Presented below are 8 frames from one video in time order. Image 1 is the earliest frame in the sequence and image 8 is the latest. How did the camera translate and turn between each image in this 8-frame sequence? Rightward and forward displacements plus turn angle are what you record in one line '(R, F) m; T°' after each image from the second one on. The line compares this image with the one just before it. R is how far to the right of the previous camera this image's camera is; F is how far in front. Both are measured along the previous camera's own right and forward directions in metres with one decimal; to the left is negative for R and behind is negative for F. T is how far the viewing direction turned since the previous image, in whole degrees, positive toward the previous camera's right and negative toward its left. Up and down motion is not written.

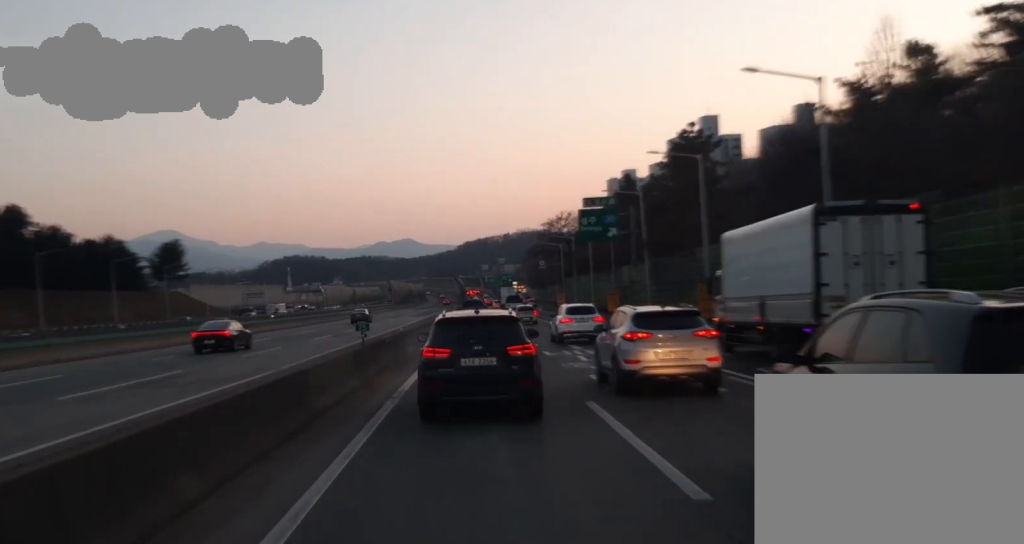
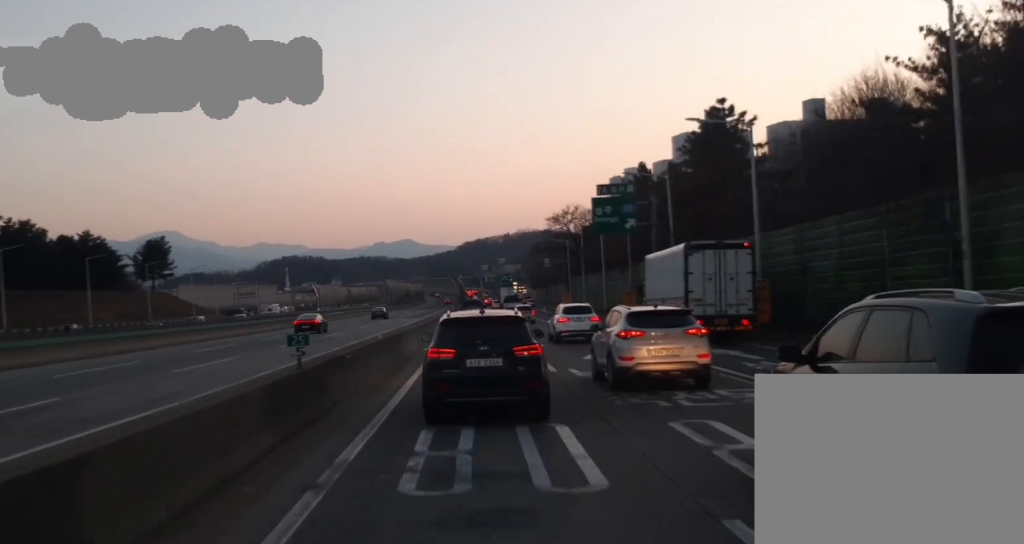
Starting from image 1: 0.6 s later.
(-0.2, +9.9) m; -2°
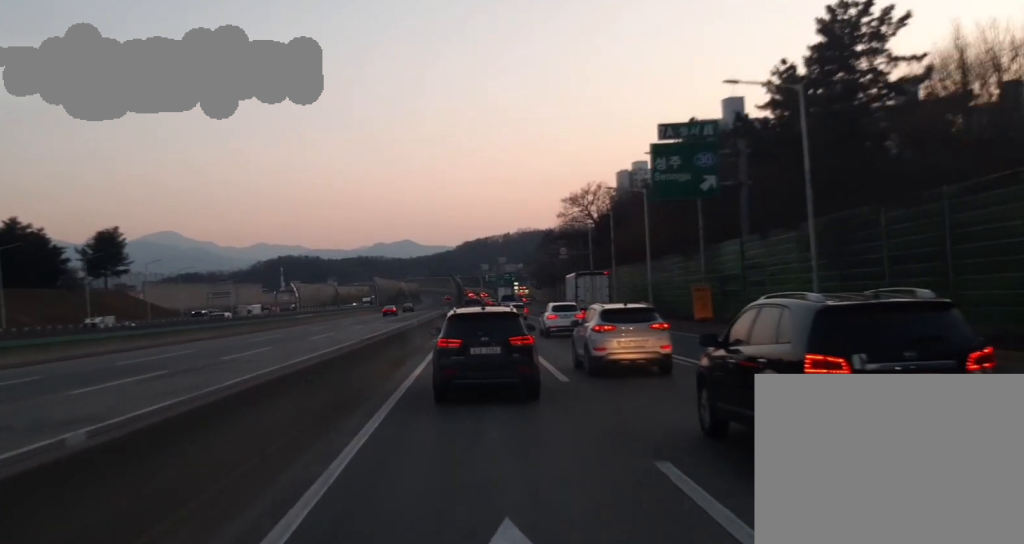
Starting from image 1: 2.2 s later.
(-0.2, +24.6) m; +1°
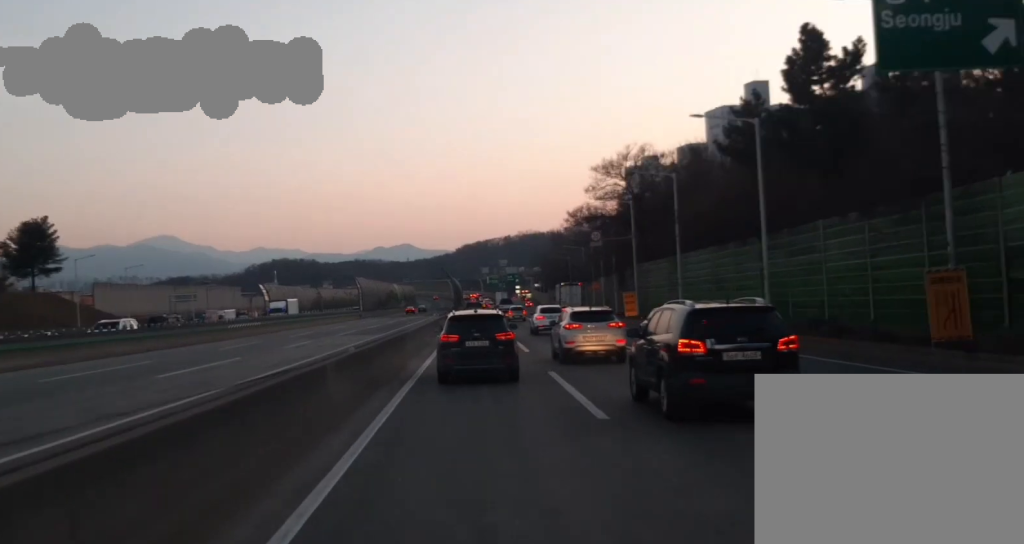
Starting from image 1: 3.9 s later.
(+0.8, +26.9) m; +2°
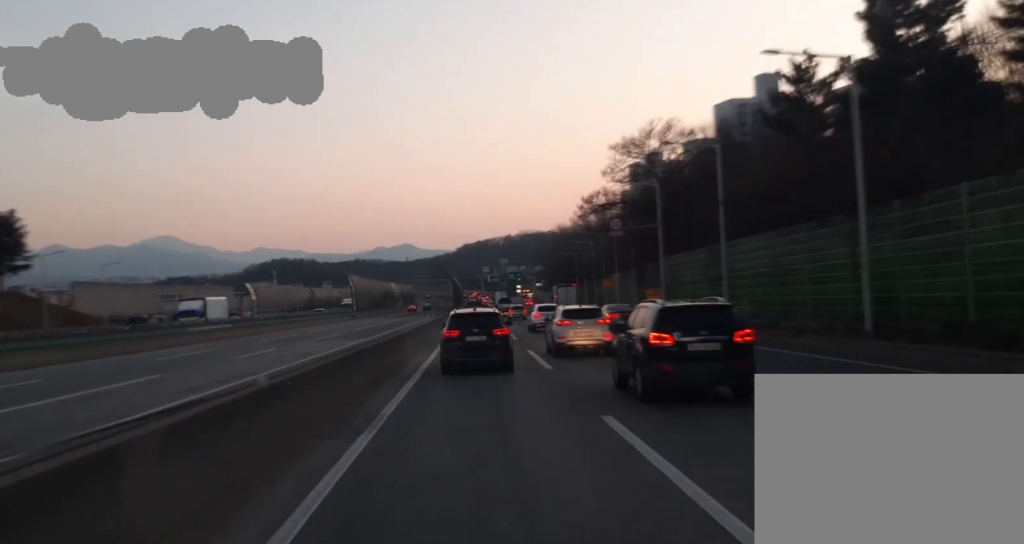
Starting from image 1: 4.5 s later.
(0.0, +10.1) m; +1°
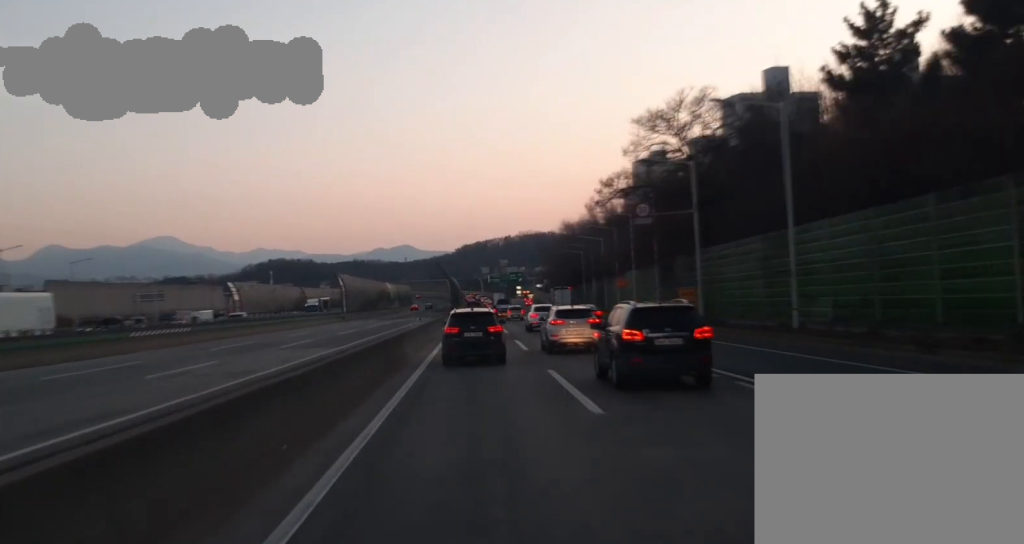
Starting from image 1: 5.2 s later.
(+0.1, +10.3) m; +1°
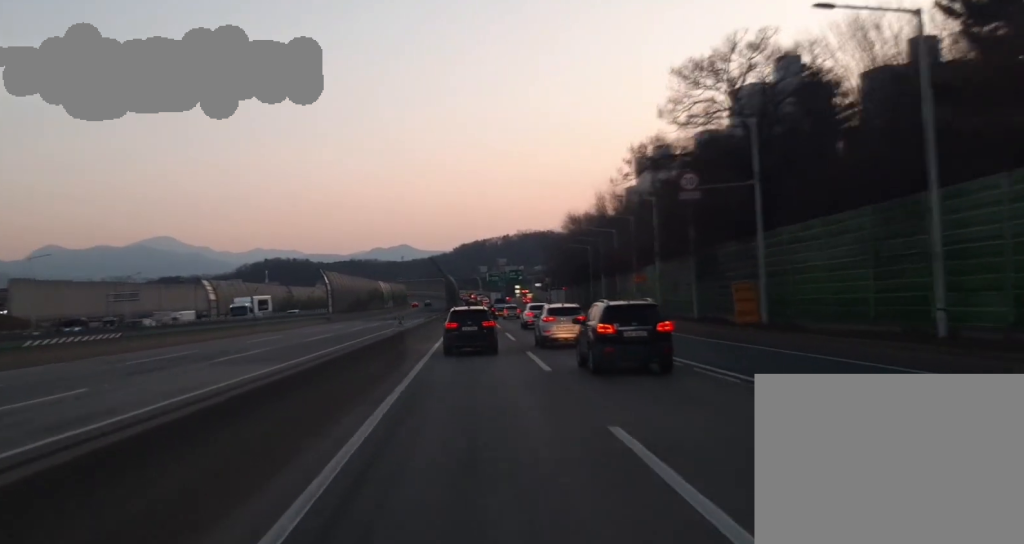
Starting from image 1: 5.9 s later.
(+0.2, +12.0) m; +1°
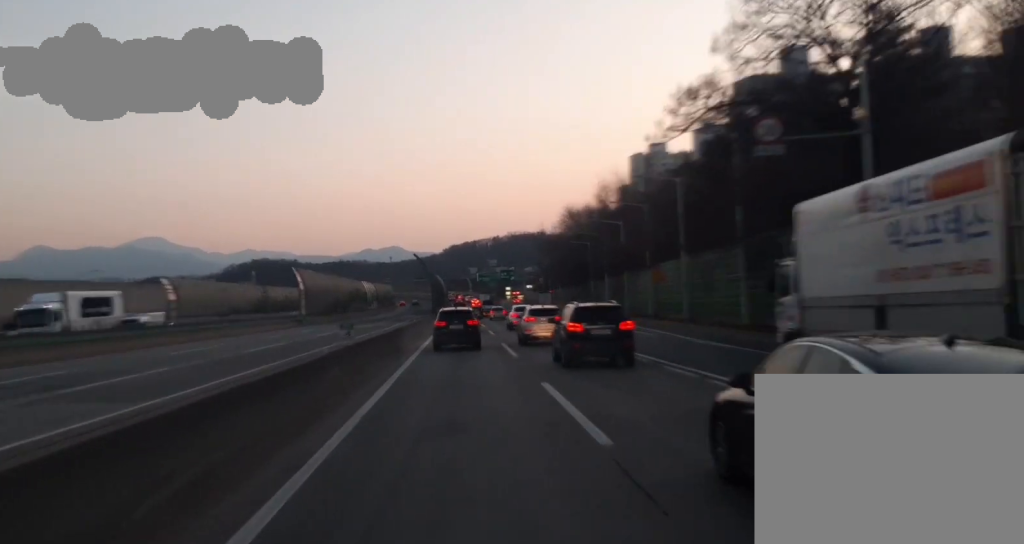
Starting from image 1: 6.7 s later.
(0.0, +12.9) m; 0°
